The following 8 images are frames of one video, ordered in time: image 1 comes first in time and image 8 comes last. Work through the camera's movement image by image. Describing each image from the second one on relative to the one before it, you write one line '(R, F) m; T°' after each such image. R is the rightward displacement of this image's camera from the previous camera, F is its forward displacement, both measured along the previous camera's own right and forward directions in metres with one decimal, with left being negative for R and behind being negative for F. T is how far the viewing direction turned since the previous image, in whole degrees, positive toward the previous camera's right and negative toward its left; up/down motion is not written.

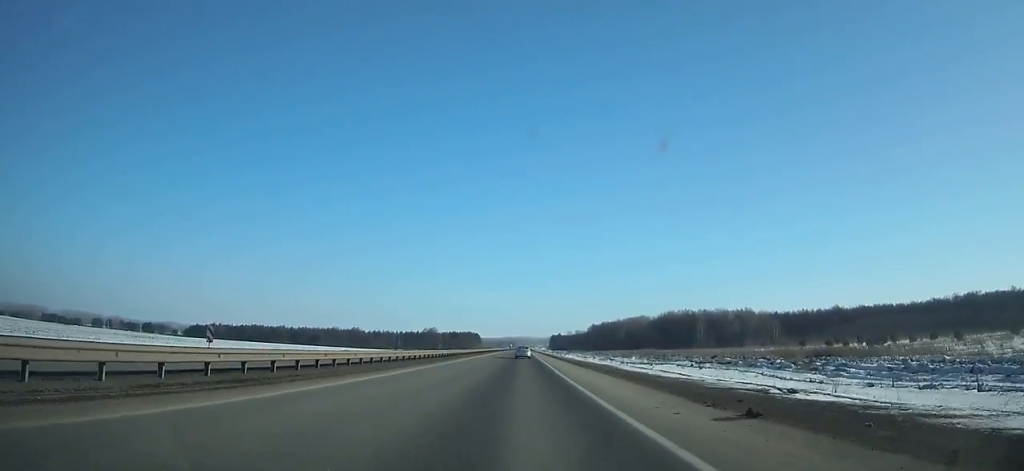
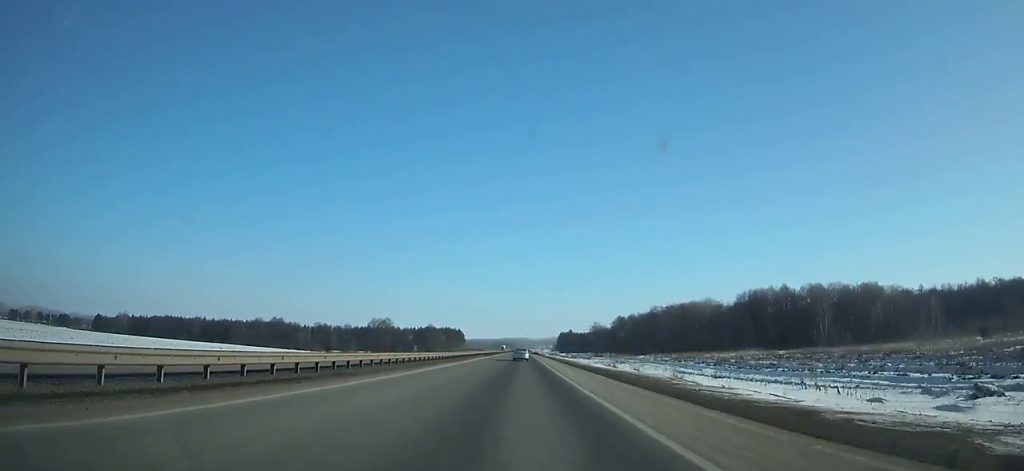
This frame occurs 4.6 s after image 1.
(-0.4, +130.8) m; 0°
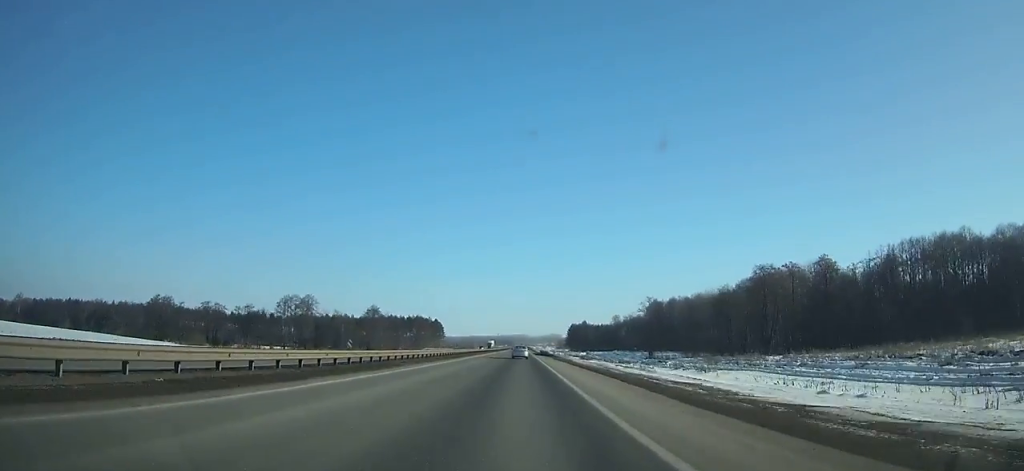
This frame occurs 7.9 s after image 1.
(+0.2, +93.0) m; 0°
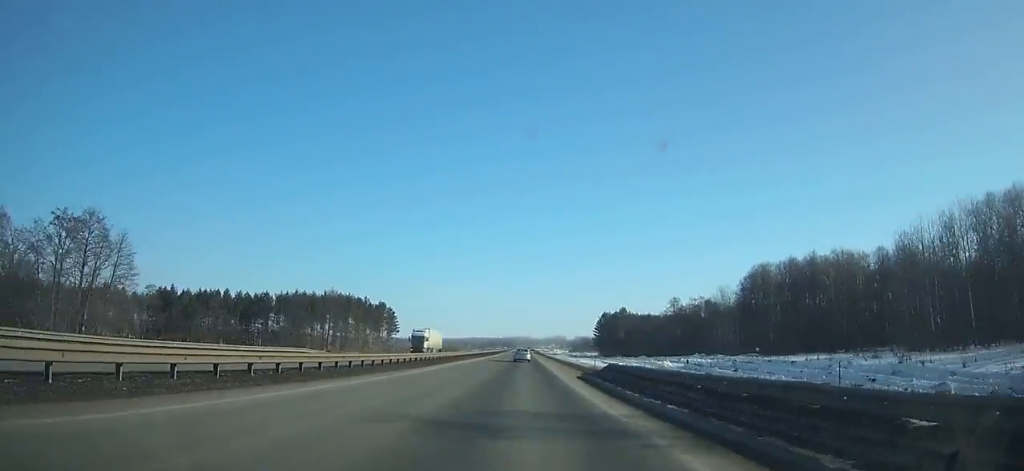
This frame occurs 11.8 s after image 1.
(0.0, +108.7) m; 0°
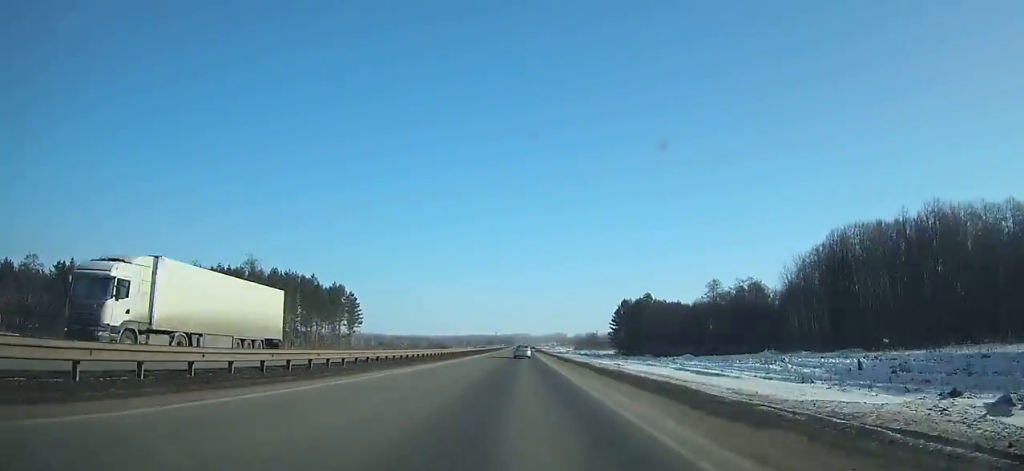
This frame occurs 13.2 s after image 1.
(0.0, +38.6) m; 0°
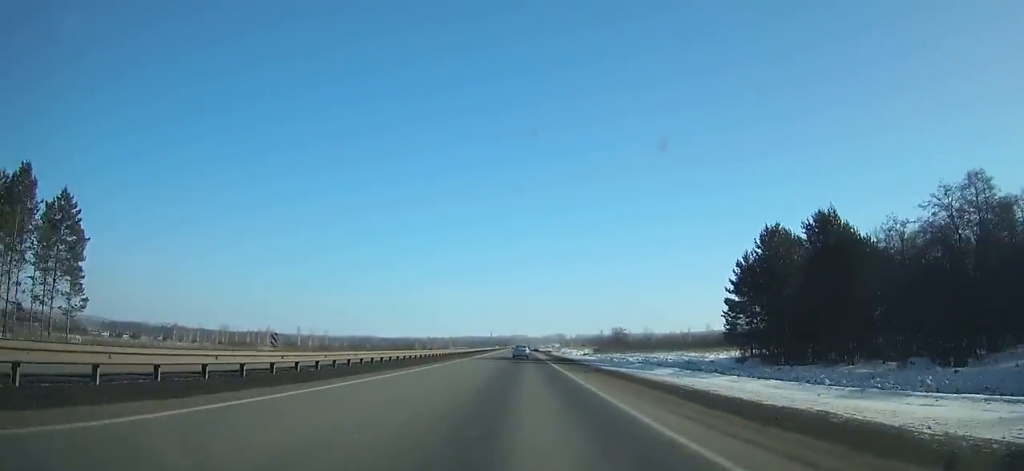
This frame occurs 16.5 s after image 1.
(0.0, +90.2) m; 0°
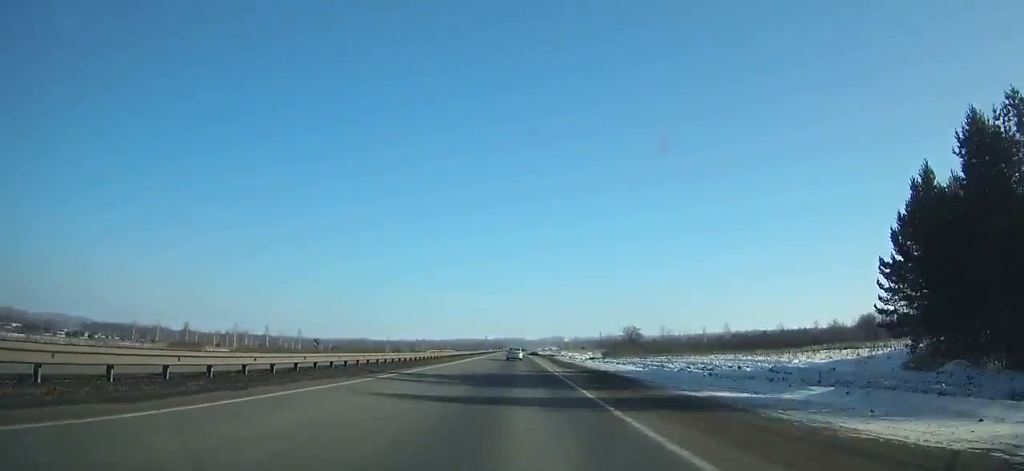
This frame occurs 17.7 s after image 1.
(0.0, +32.5) m; 0°
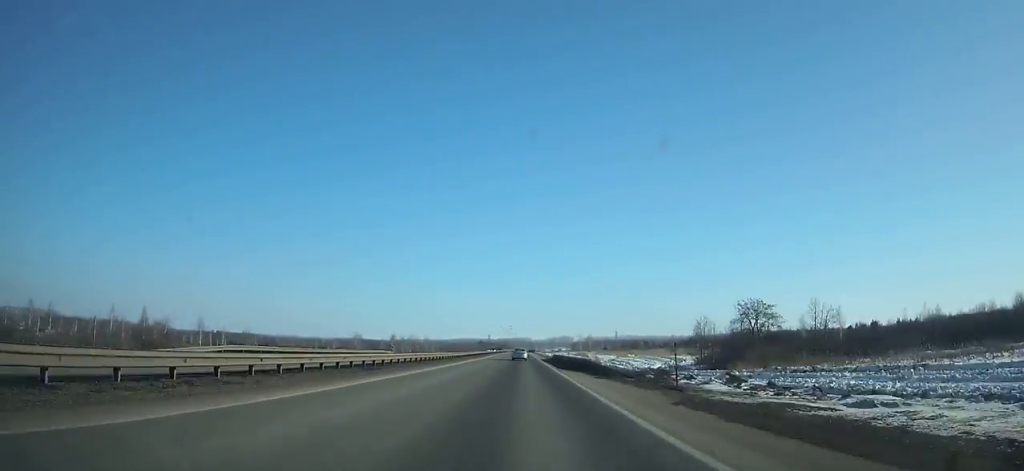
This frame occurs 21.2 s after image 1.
(0.0, +94.2) m; 0°
